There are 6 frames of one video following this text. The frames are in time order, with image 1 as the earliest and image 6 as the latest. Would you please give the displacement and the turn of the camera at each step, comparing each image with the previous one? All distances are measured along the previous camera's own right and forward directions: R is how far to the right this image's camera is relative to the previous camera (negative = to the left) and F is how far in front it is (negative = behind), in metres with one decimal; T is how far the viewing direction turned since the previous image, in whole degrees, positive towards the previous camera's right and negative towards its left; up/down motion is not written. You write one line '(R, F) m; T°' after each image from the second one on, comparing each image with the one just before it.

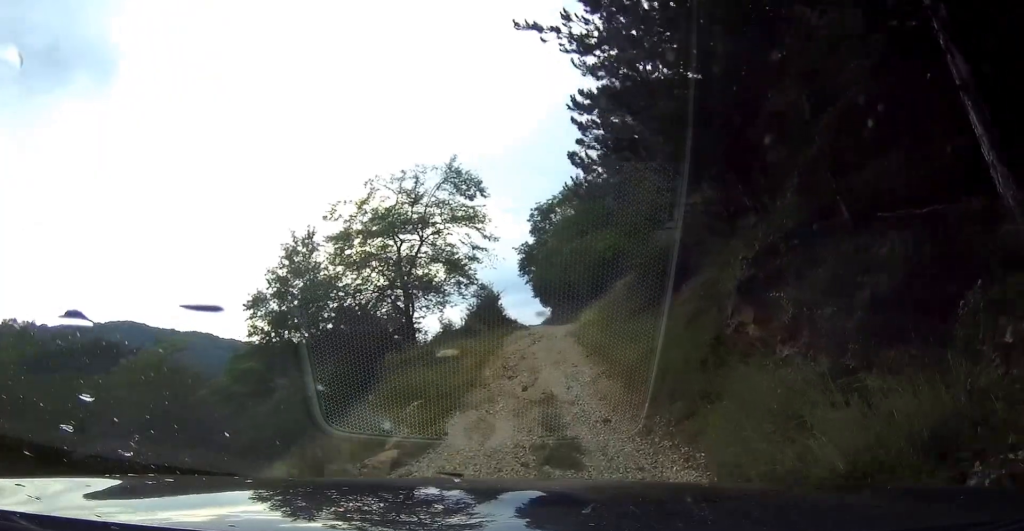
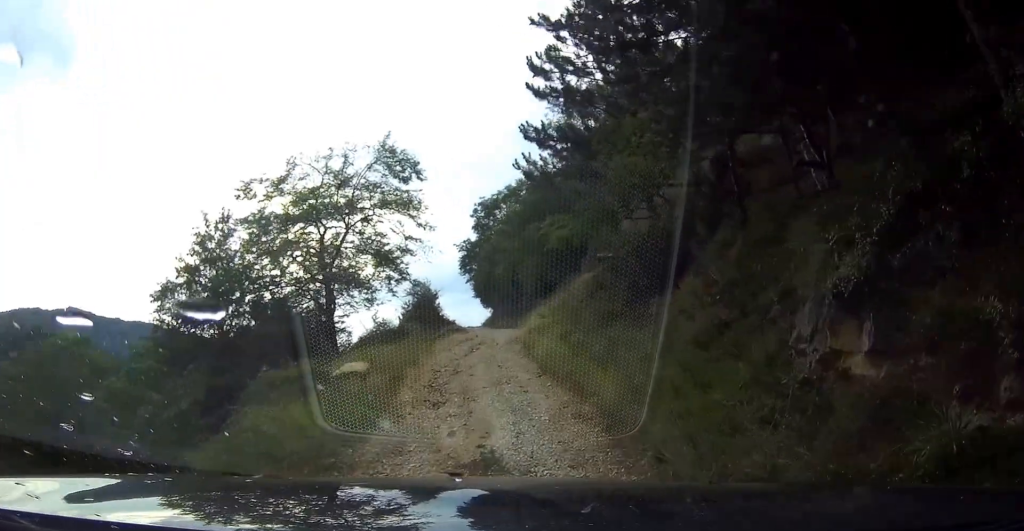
(0.0, +4.3) m; 0°
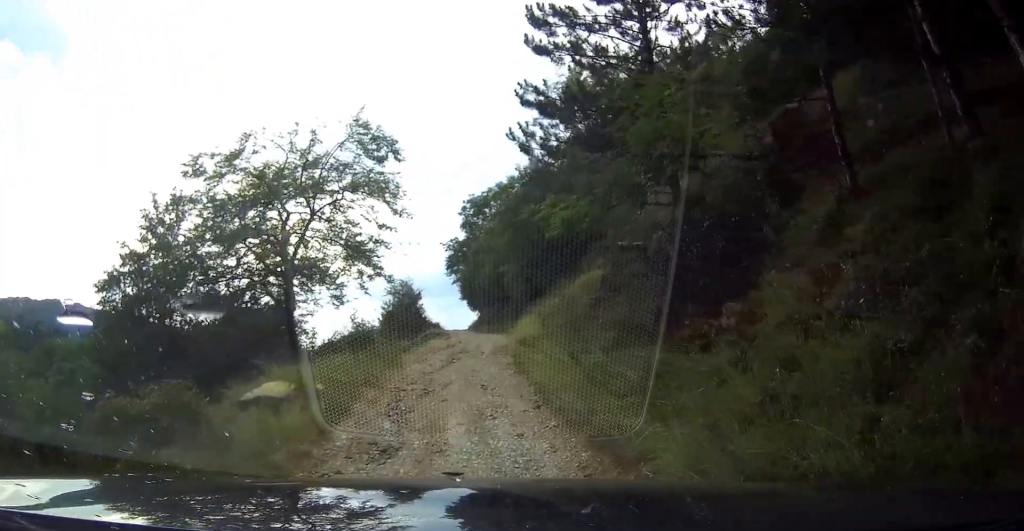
(0.0, +3.9) m; 0°
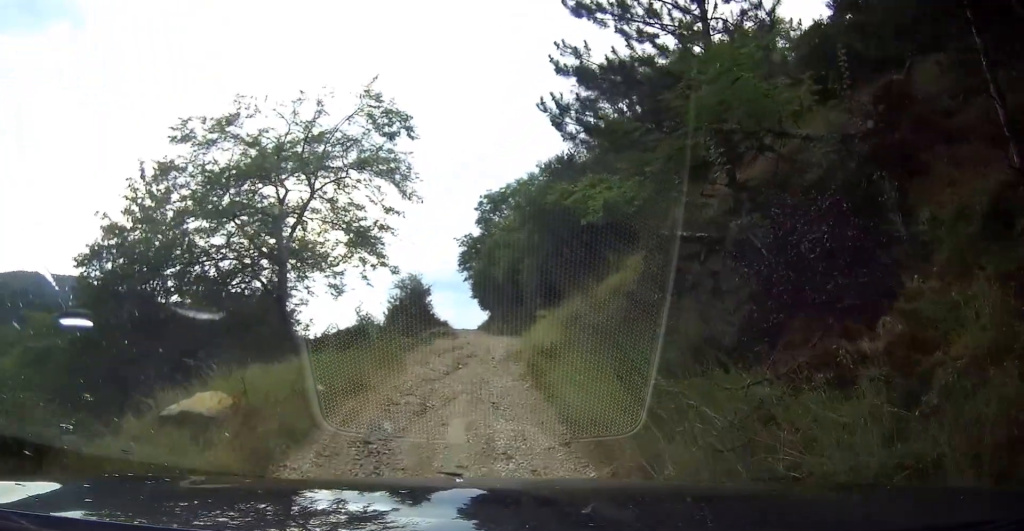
(0.0, +2.4) m; 0°
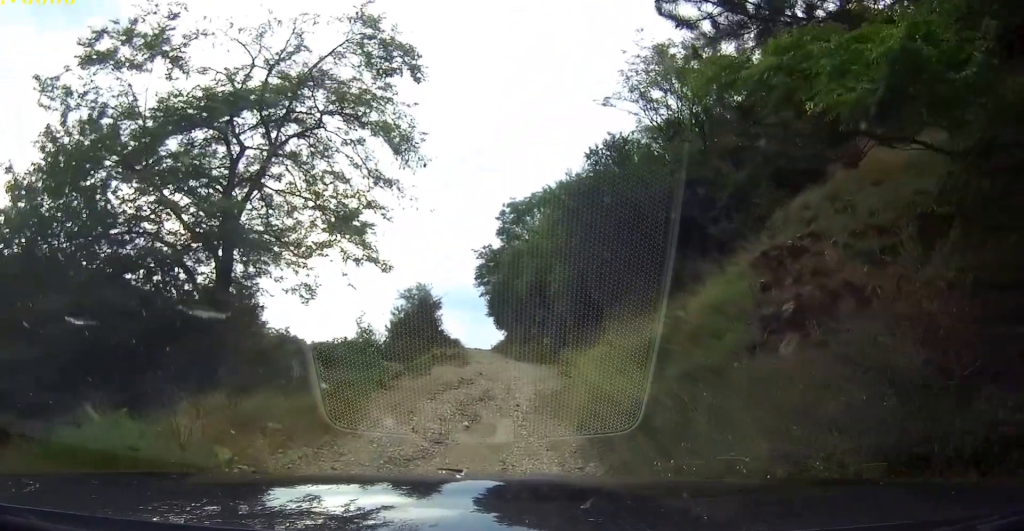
(0.0, +6.8) m; 0°
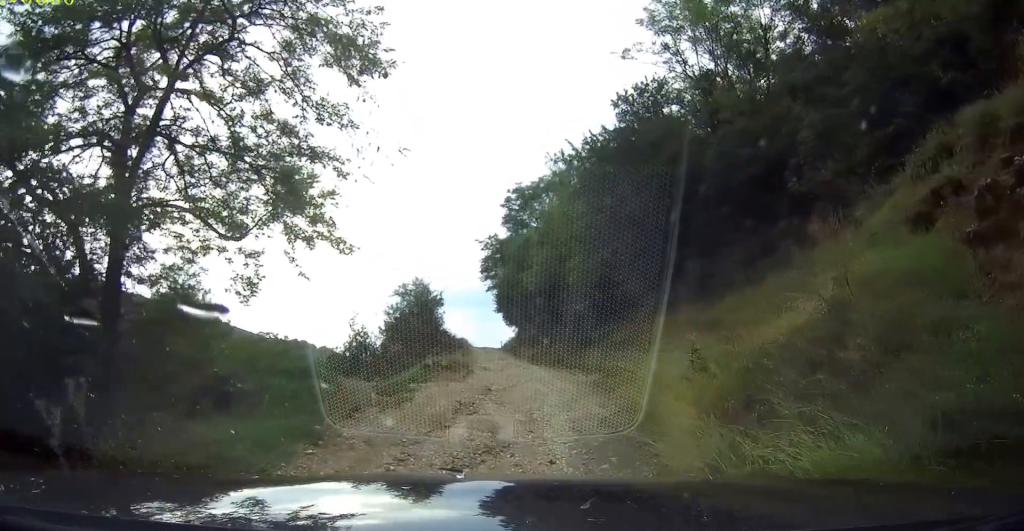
(0.0, +5.3) m; 0°
